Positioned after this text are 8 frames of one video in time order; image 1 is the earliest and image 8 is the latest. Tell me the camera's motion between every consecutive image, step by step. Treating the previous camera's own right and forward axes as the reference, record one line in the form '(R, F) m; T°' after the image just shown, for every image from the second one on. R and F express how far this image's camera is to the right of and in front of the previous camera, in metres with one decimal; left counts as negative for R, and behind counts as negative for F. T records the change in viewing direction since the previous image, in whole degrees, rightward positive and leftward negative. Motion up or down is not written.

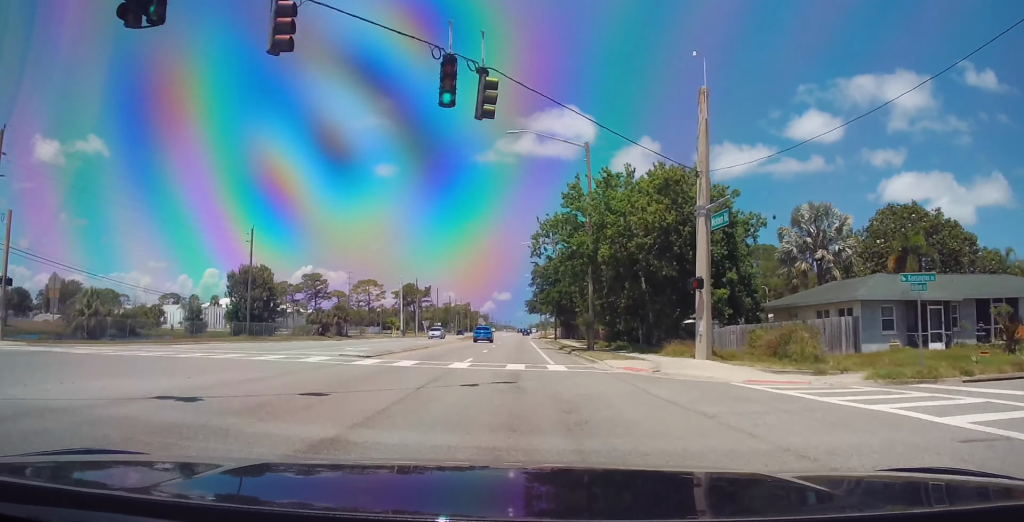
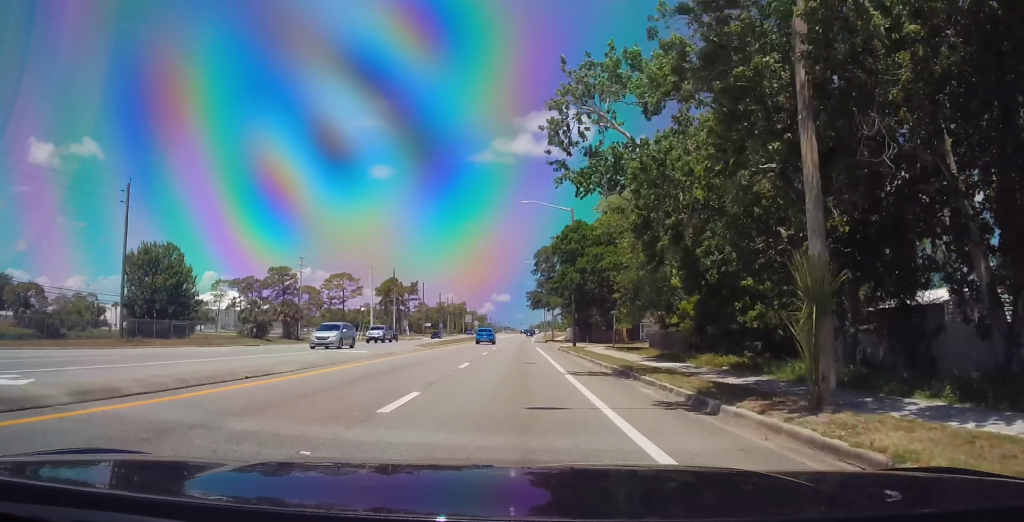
(0.0, +26.2) m; 0°
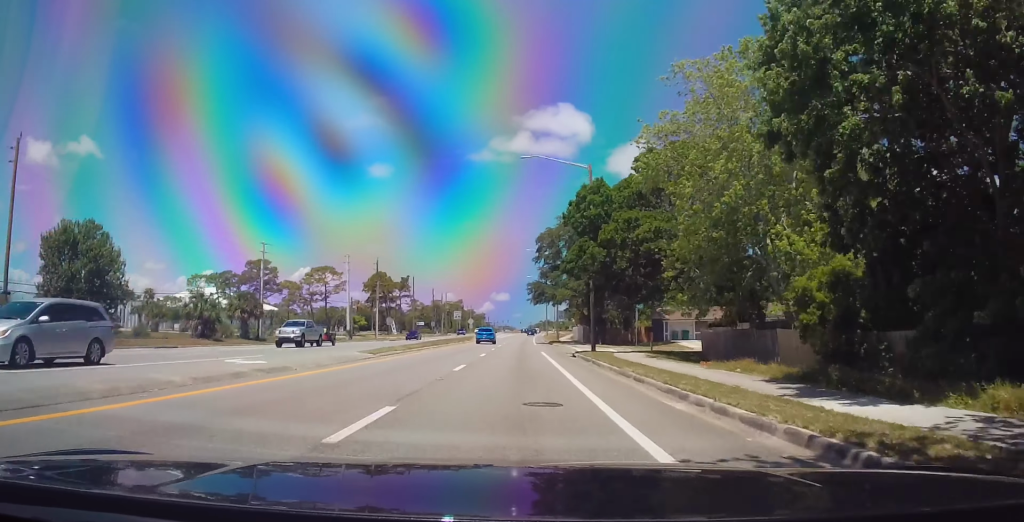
(0.0, +14.0) m; 0°
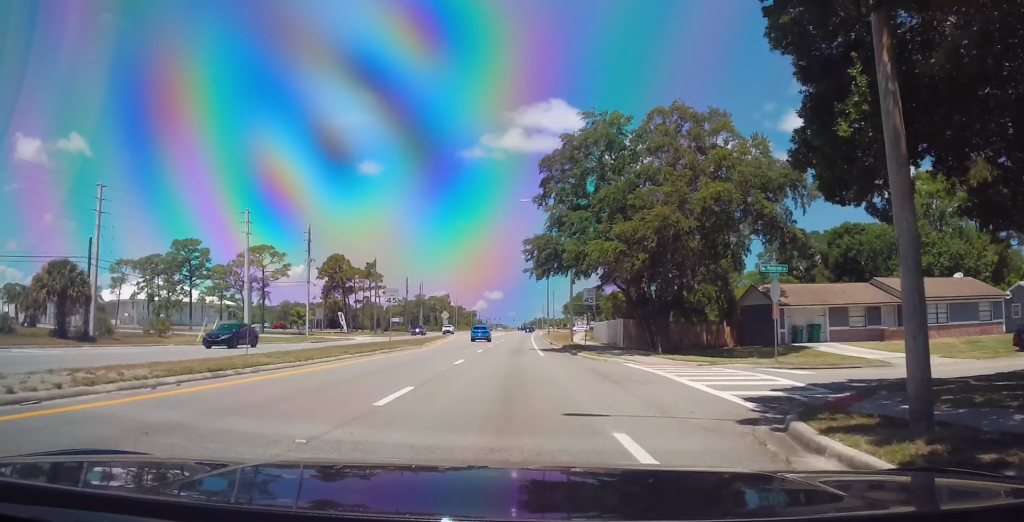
(0.0, +32.7) m; 0°
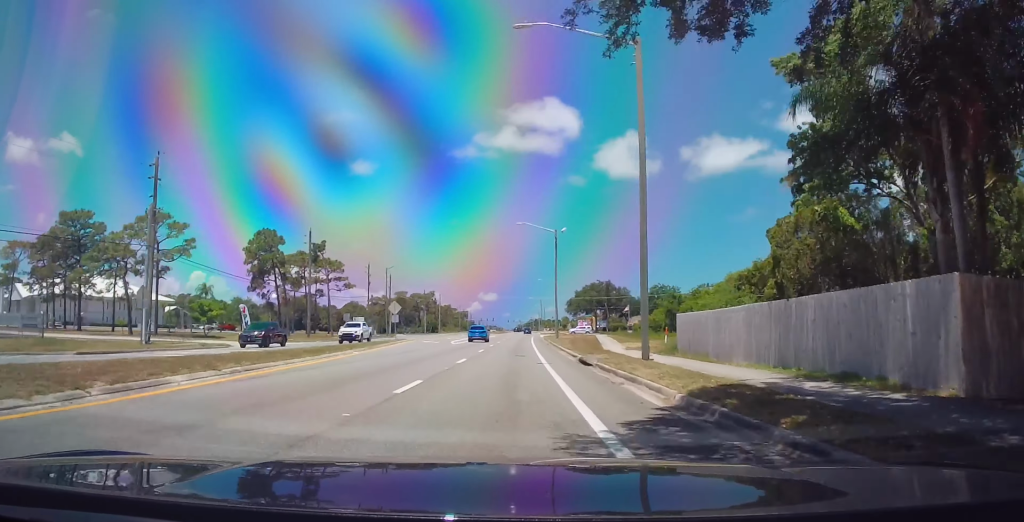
(0.0, +33.6) m; 0°
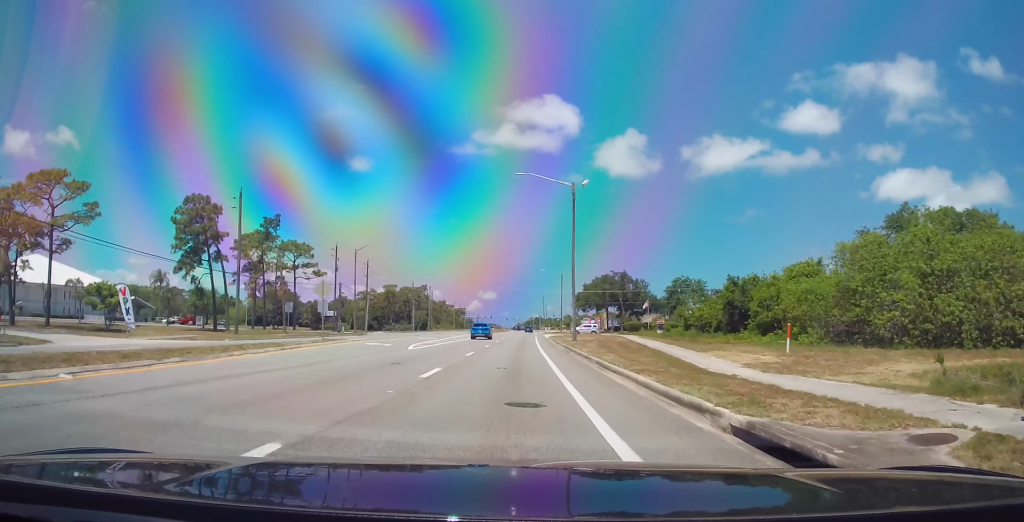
(0.0, +21.3) m; +1°
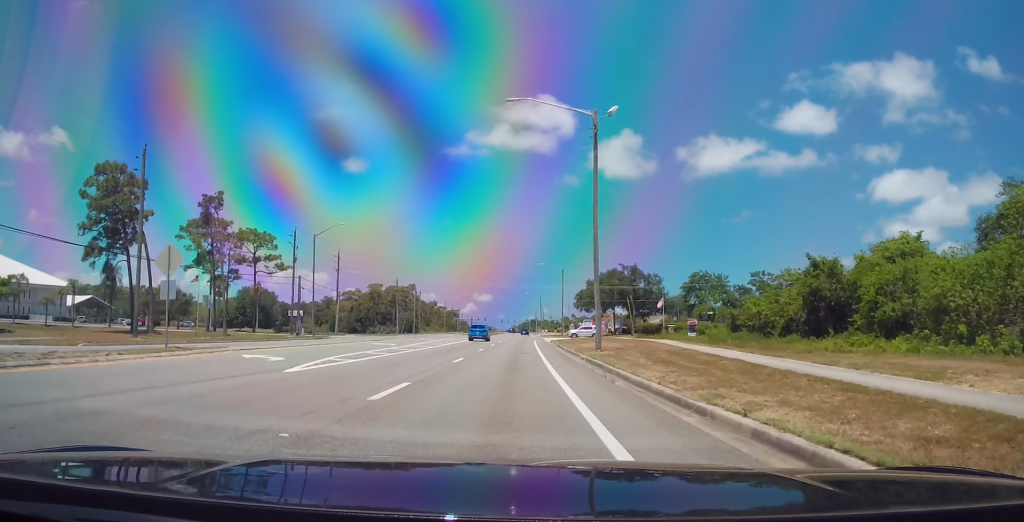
(+0.4, +16.3) m; +1°
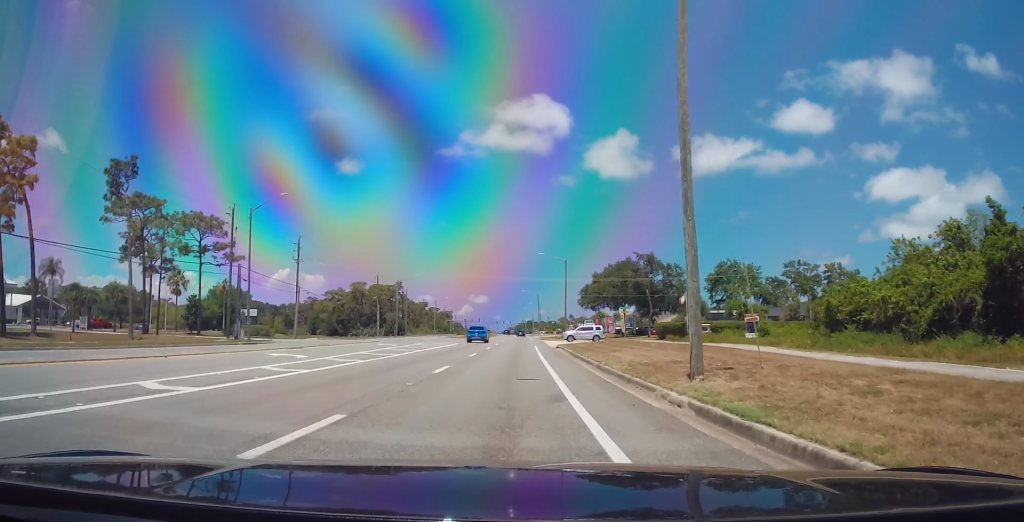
(+0.1, +17.0) m; 0°
